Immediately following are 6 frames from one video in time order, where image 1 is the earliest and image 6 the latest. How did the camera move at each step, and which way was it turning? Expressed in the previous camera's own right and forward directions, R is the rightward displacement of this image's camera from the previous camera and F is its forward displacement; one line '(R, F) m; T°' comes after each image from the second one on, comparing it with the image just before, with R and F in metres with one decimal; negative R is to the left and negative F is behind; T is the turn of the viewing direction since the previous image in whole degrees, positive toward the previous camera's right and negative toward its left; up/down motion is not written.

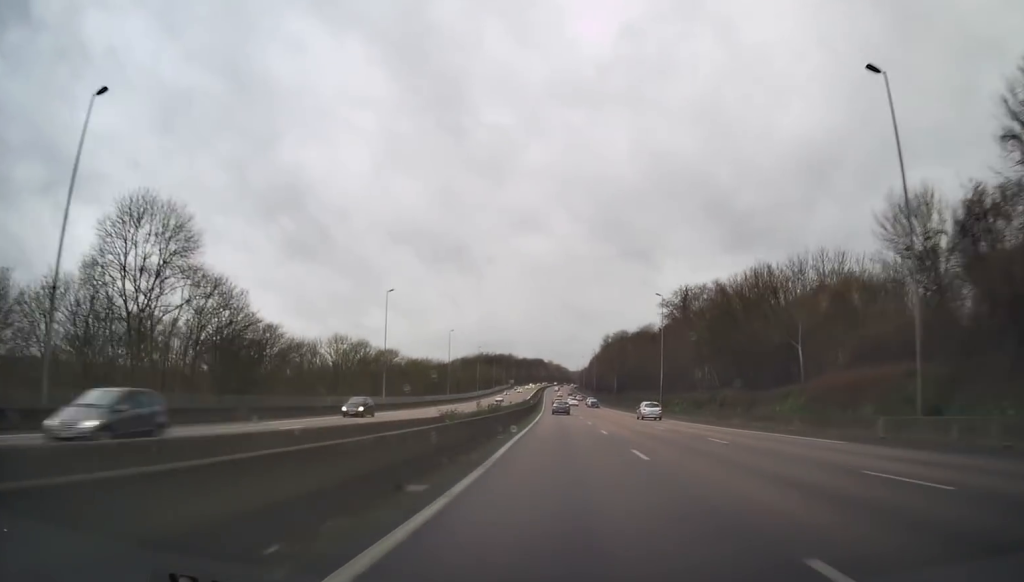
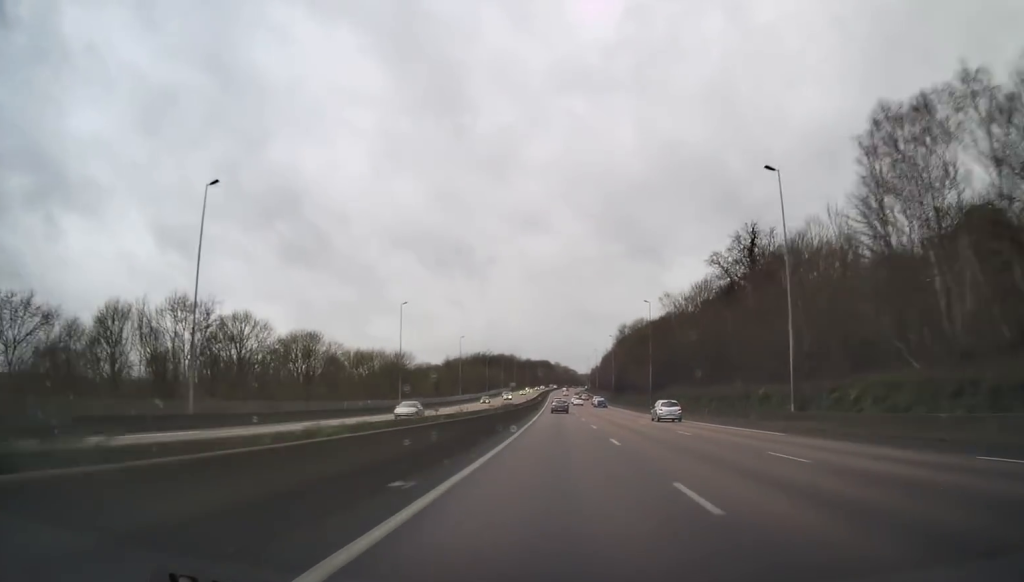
(-0.7, +46.0) m; -2°
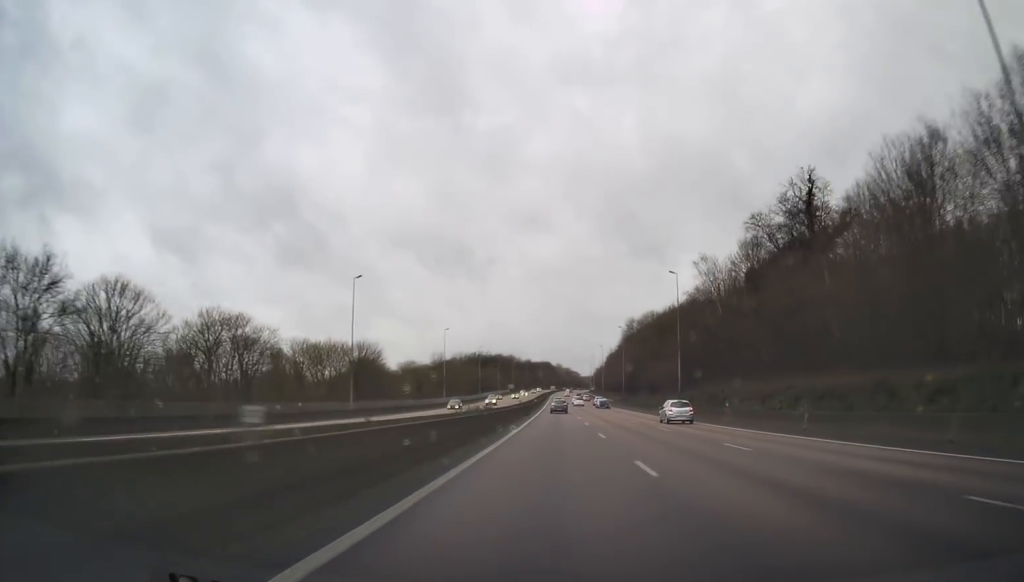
(-0.2, +22.2) m; -1°
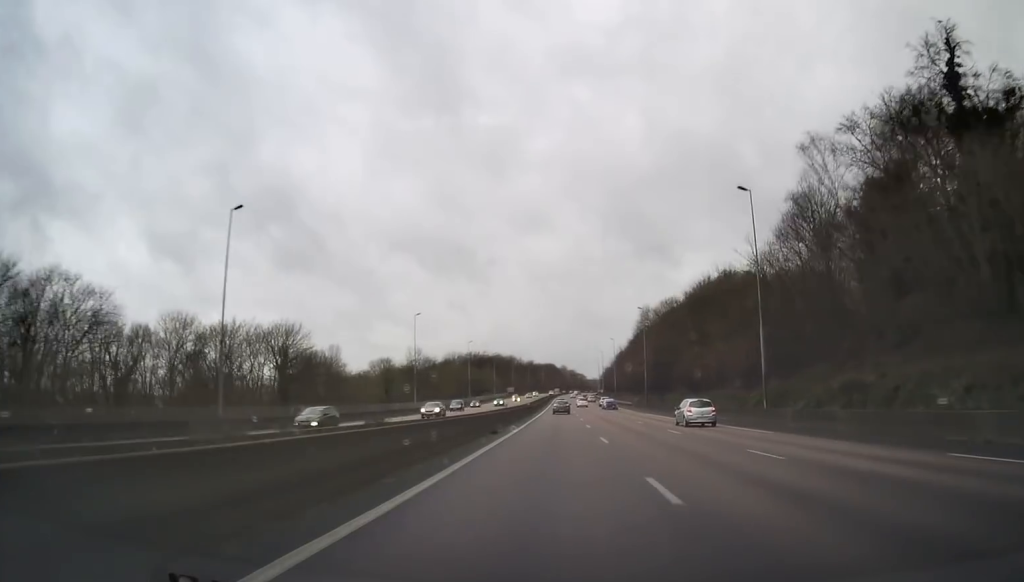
(-0.2, +29.2) m; 0°
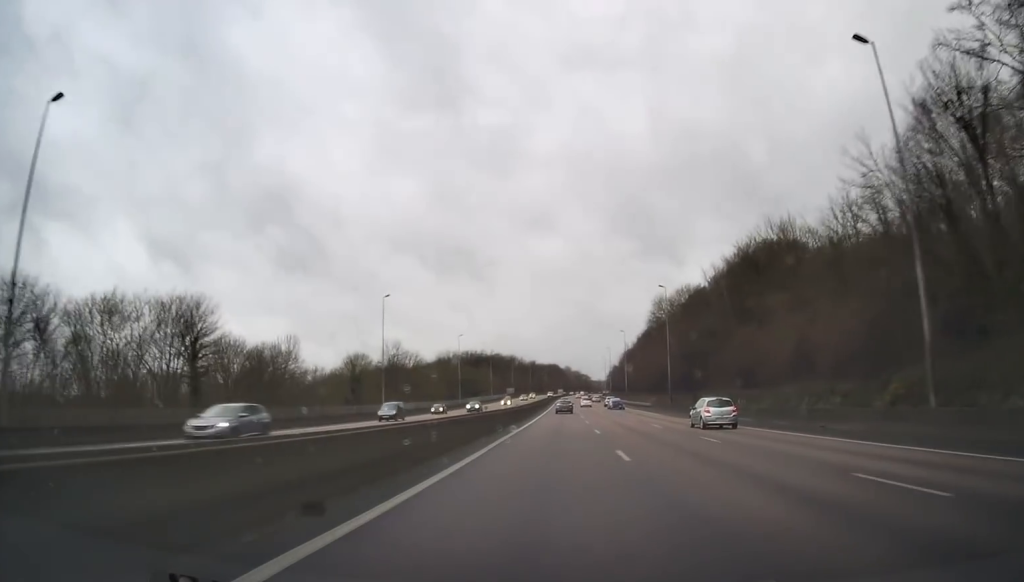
(-0.1, +19.5) m; 0°
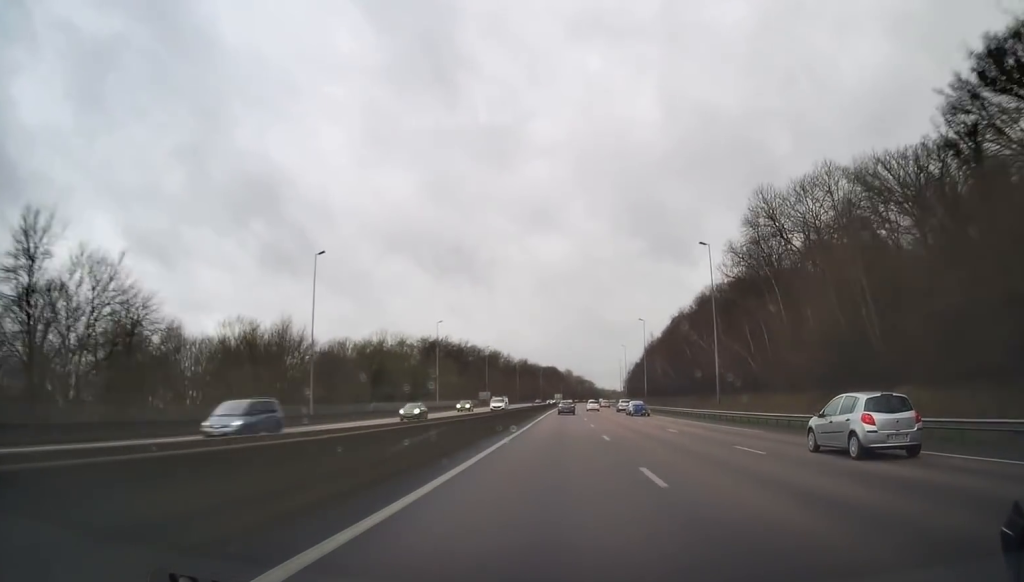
(-0.1, +82.1) m; -1°
